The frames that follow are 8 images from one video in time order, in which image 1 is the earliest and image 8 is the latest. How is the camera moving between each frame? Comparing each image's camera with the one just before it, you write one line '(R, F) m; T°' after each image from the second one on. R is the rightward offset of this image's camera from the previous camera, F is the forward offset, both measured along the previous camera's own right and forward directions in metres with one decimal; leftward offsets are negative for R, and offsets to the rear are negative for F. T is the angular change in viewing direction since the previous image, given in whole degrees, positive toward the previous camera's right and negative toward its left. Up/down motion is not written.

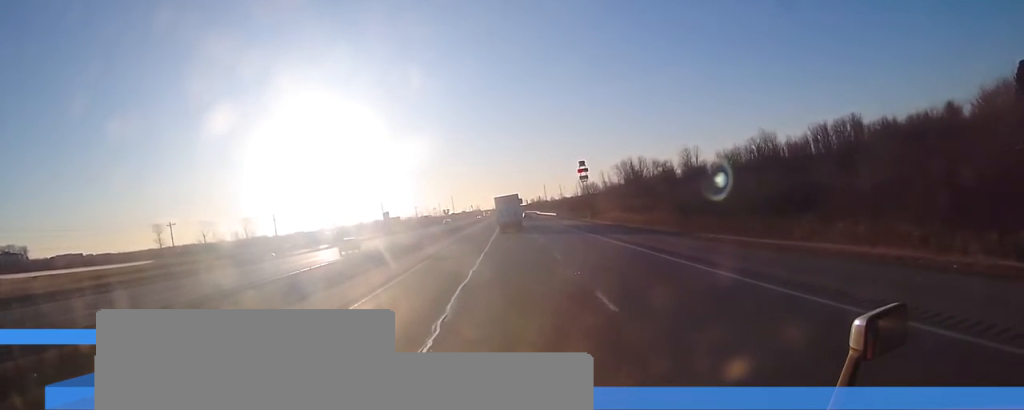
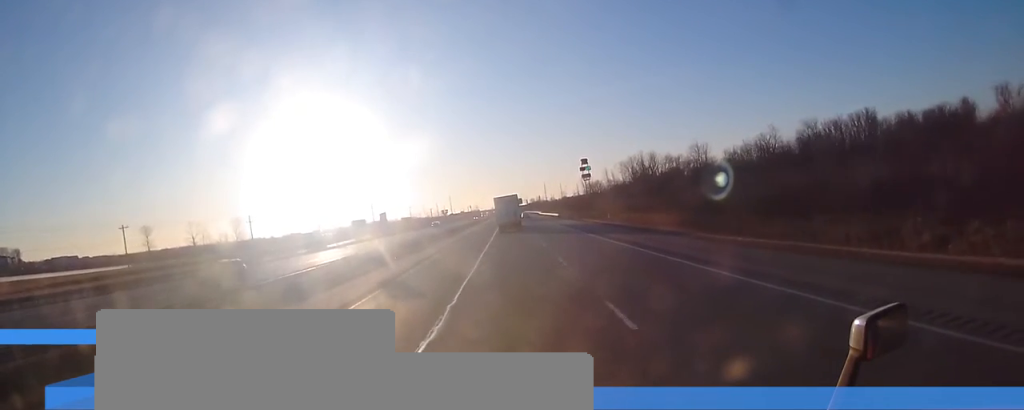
(+0.2, +13.9) m; 0°
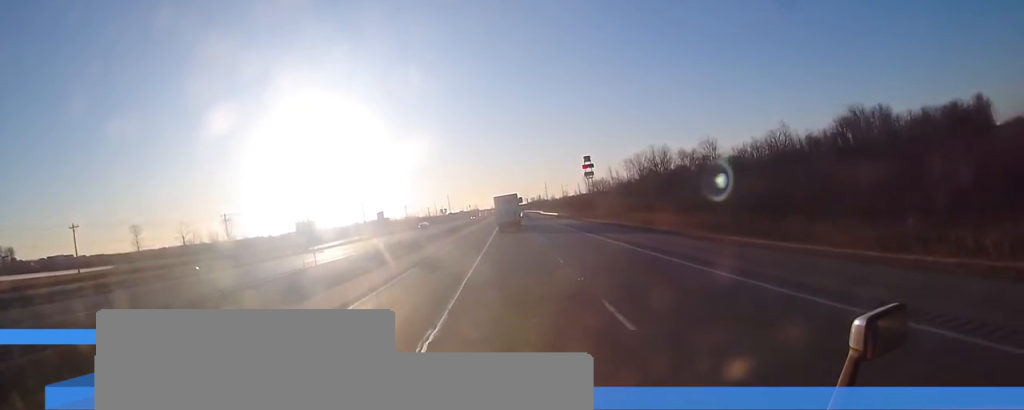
(-0.3, +12.1) m; -1°
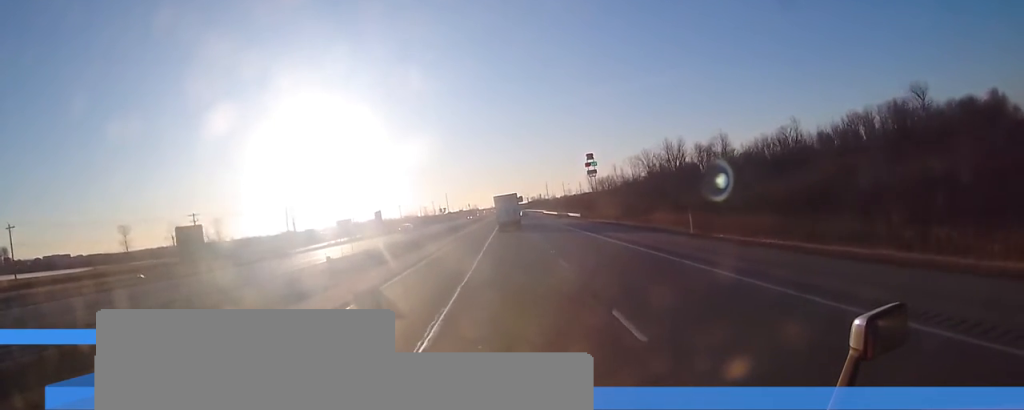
(-0.1, +13.0) m; -1°
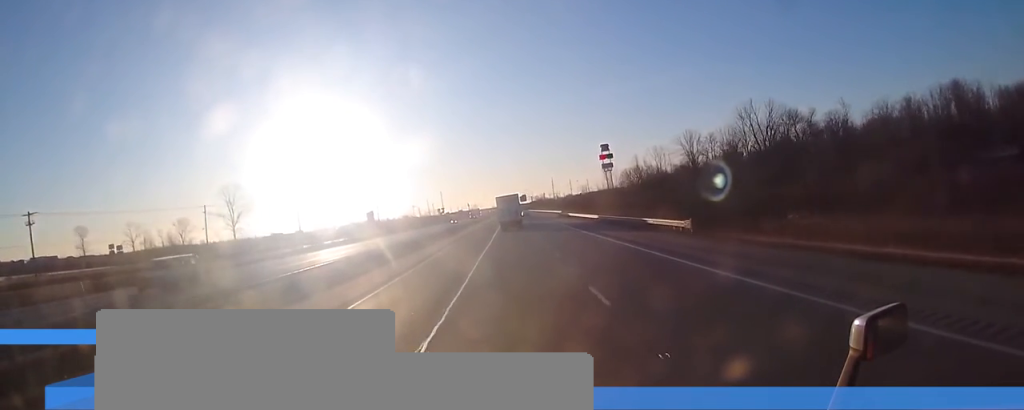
(+0.3, +44.1) m; +1°
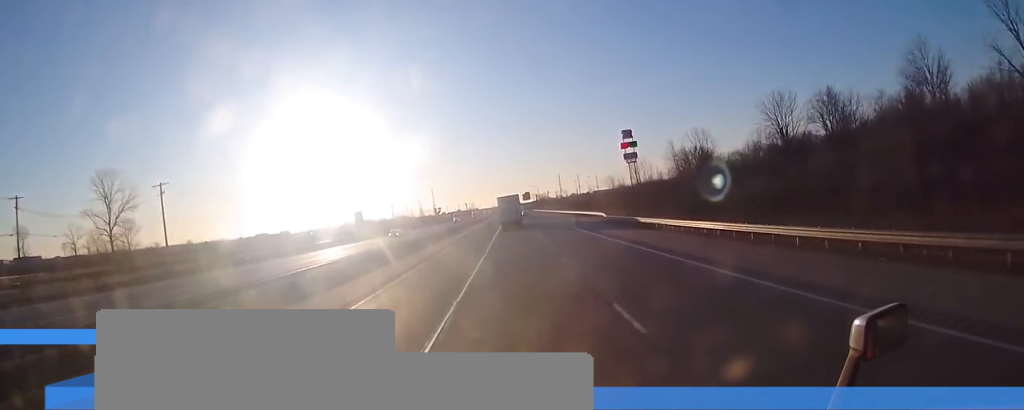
(-0.1, +50.7) m; 0°
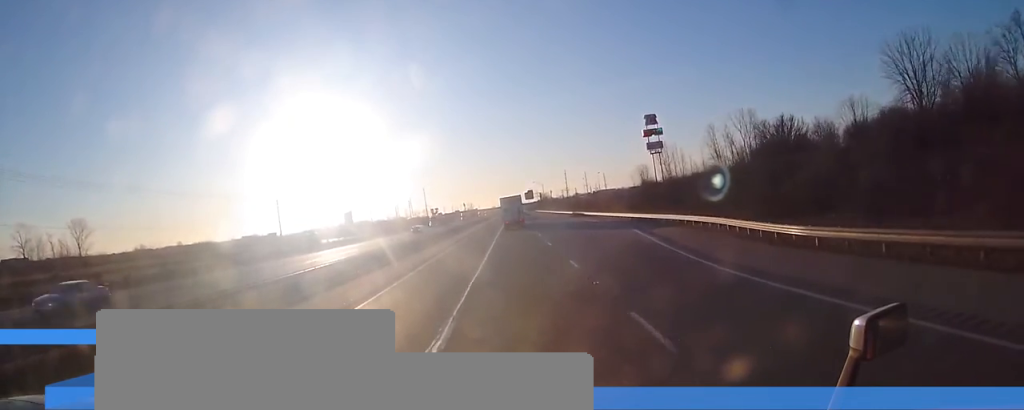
(0.0, +37.4) m; 0°
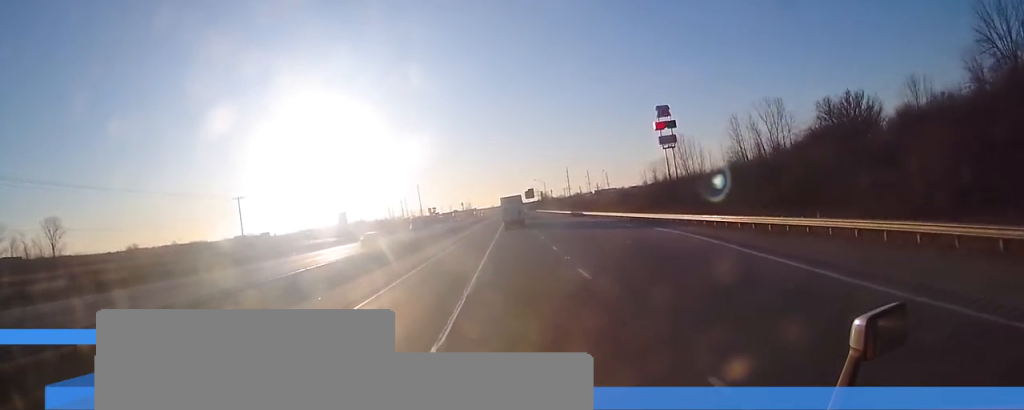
(+0.1, +16.7) m; 0°
